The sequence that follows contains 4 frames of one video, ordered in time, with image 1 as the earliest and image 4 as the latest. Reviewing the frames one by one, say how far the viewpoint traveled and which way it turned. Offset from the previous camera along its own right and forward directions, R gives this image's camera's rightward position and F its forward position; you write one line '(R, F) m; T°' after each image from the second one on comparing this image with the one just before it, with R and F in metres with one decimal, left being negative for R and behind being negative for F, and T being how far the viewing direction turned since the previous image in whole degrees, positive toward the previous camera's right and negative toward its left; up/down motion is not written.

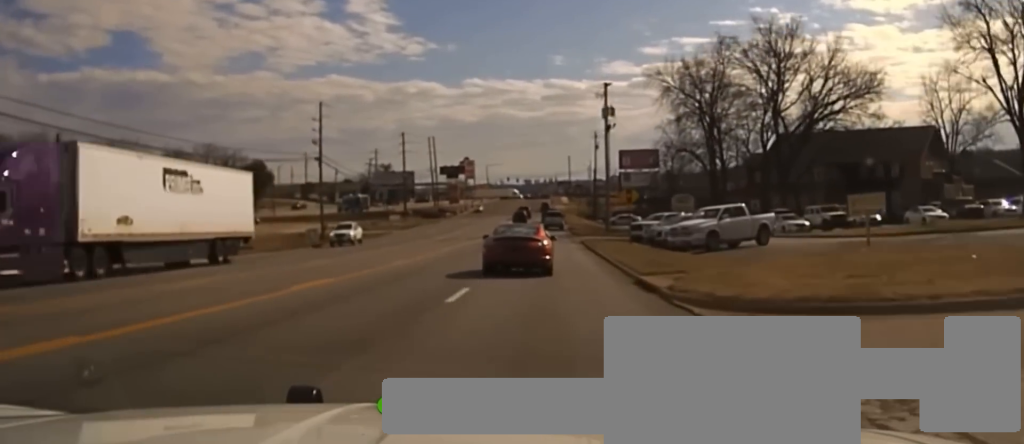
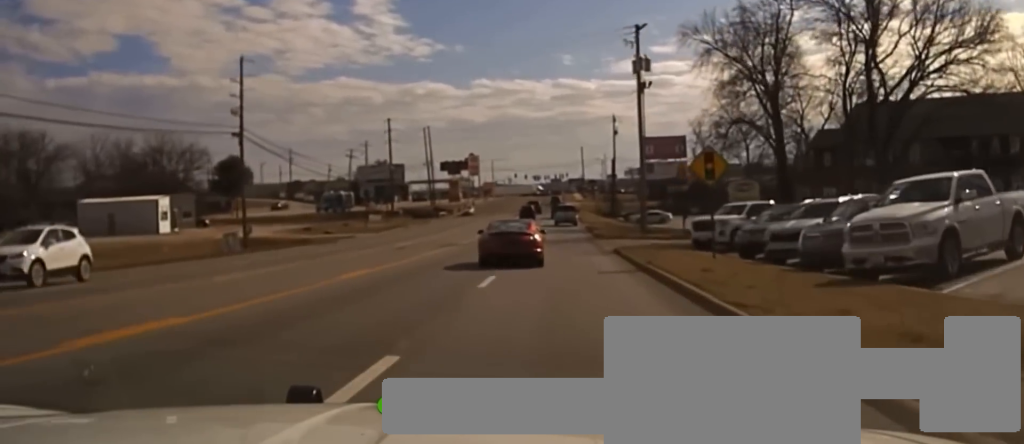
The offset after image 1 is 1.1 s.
(0.0, +22.7) m; 0°
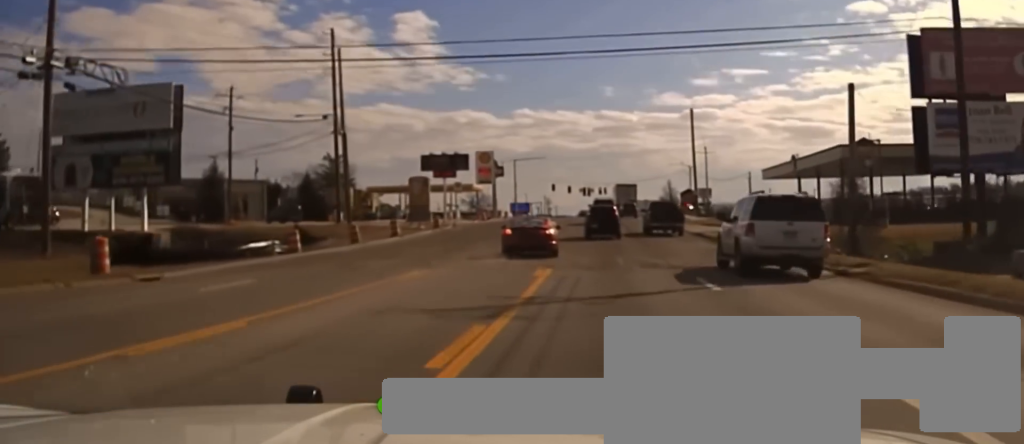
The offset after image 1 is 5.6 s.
(-3.9, +102.5) m; -3°
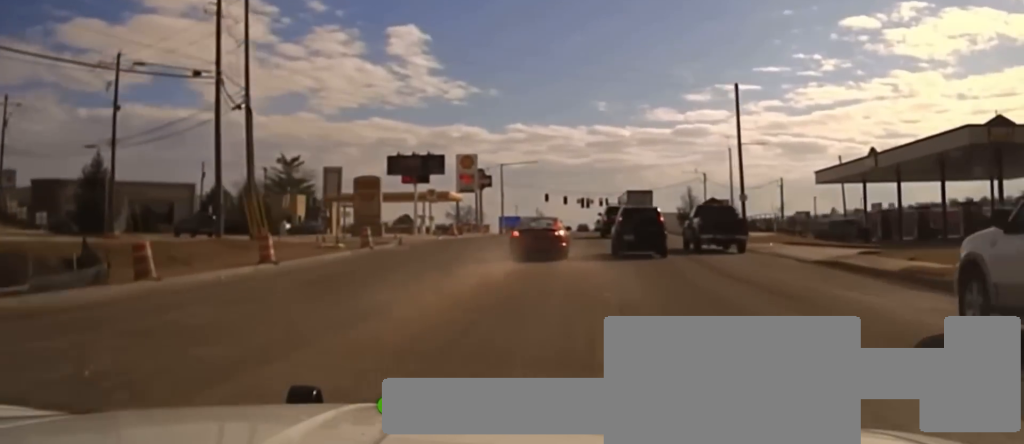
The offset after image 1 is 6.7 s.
(-0.3, +24.9) m; 0°
